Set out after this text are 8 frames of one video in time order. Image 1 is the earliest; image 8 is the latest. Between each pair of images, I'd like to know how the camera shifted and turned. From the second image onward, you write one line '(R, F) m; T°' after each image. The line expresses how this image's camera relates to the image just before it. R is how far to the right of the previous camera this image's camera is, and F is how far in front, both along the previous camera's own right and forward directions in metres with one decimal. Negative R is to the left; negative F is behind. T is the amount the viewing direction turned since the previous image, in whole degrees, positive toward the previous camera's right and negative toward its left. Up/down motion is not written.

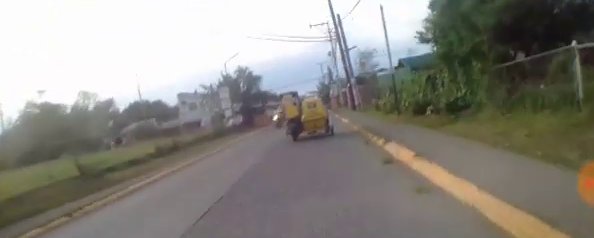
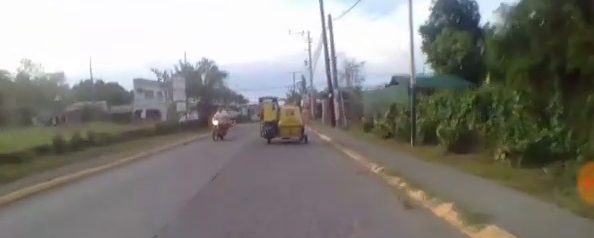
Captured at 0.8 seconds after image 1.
(+0.6, +4.4) m; +9°
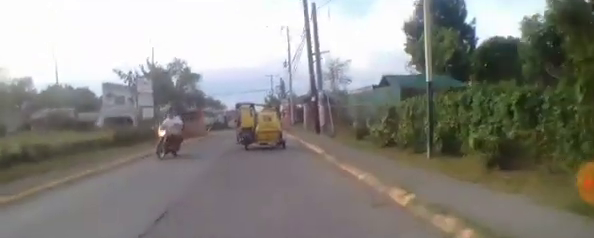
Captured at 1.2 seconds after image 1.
(+0.1, +2.2) m; +3°
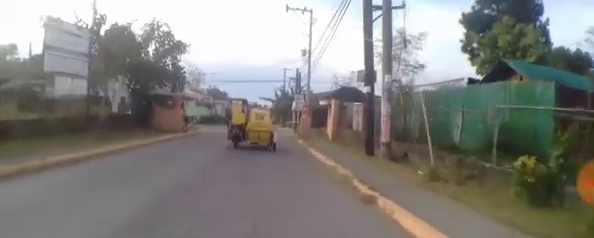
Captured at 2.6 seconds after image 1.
(-0.3, +8.7) m; -7°
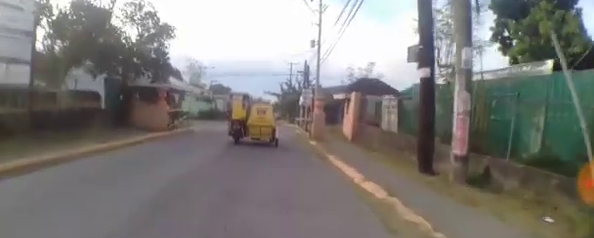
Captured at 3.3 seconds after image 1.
(-0.2, +3.7) m; -3°
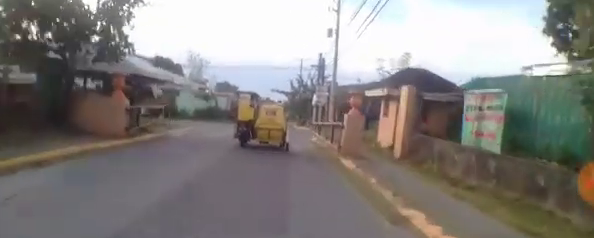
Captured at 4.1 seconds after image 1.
(0.0, +4.8) m; 0°
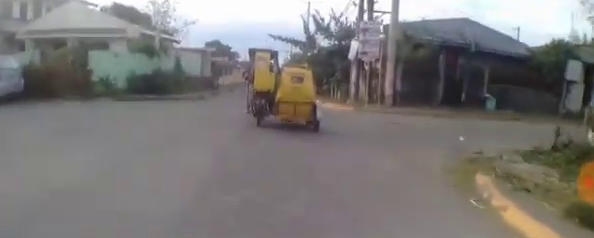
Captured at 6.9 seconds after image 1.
(+0.7, +13.8) m; +4°
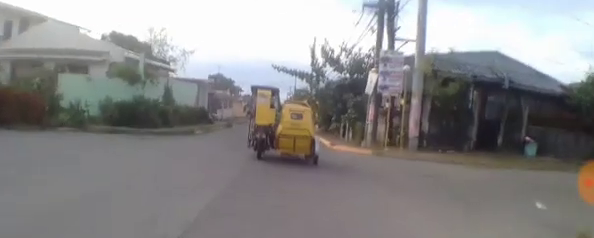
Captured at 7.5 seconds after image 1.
(-0.1, +2.7) m; +1°
